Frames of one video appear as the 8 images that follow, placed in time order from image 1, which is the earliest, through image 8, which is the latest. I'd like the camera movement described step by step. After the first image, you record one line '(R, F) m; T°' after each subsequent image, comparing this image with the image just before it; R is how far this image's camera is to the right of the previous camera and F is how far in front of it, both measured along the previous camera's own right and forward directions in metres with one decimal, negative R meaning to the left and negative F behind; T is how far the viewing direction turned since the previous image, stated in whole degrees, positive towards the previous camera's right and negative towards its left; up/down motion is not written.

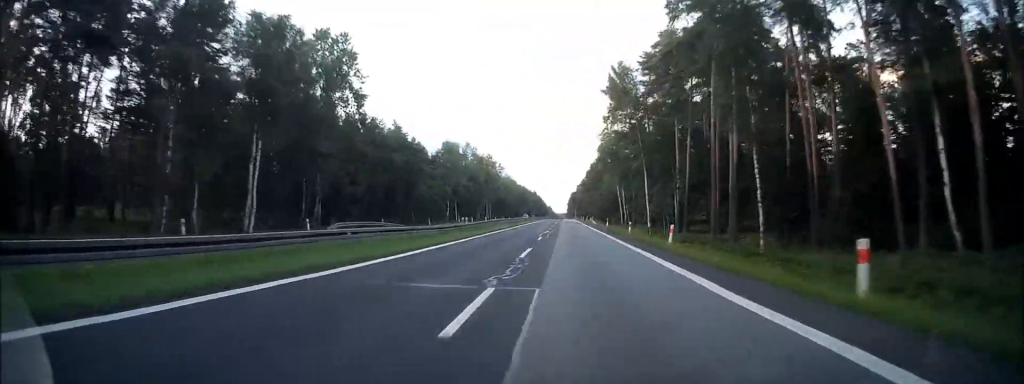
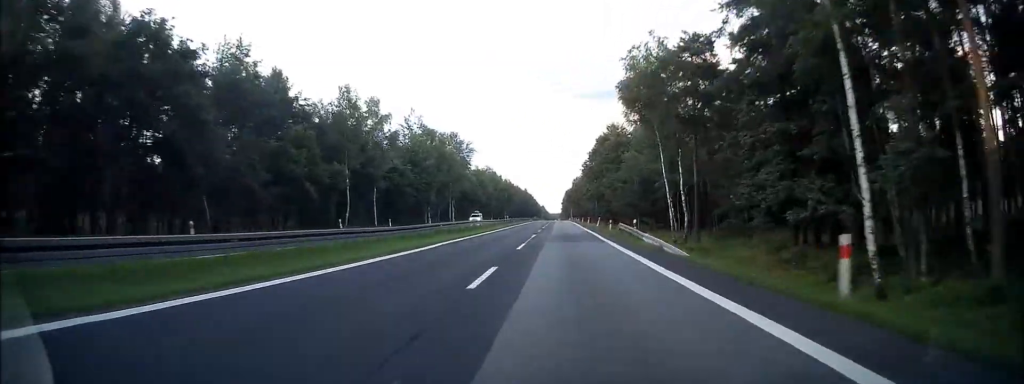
(0.0, +54.7) m; +1°
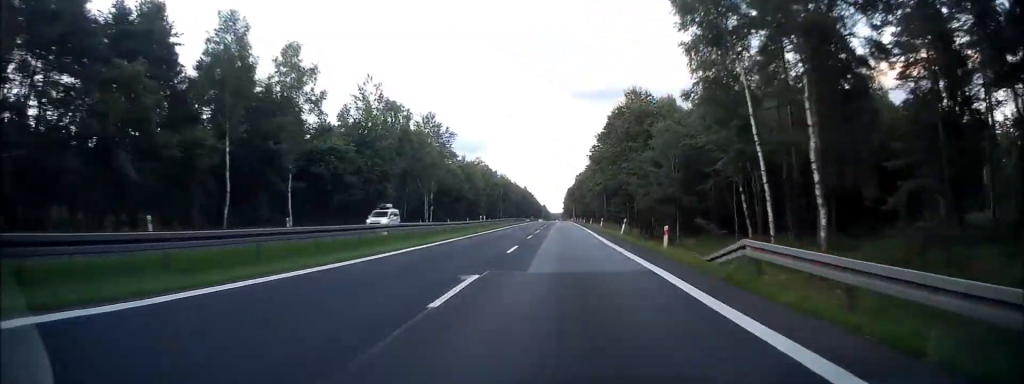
(+0.2, +26.1) m; +1°
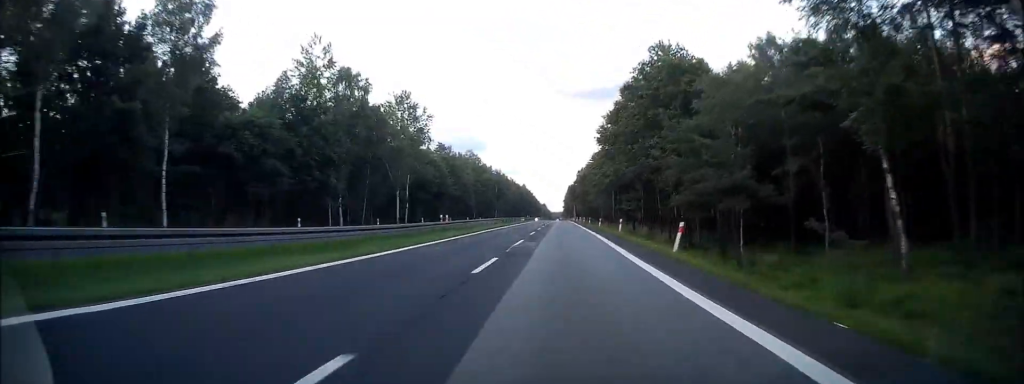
(+0.1, +19.1) m; 0°
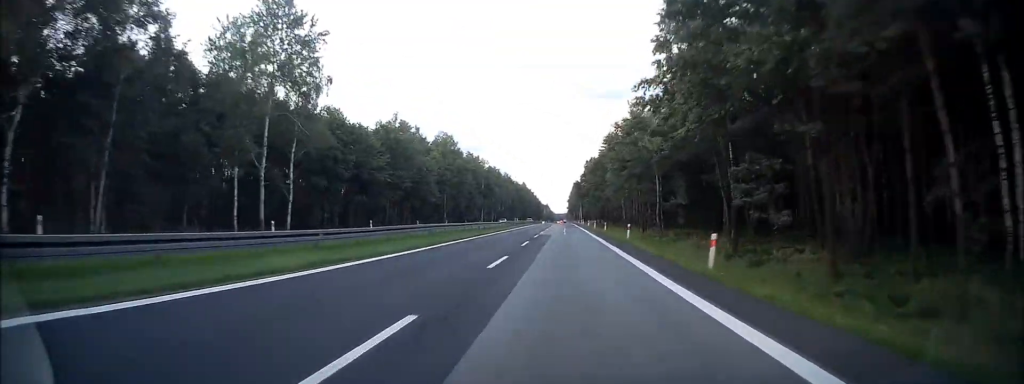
(-0.5, +45.1) m; 0°
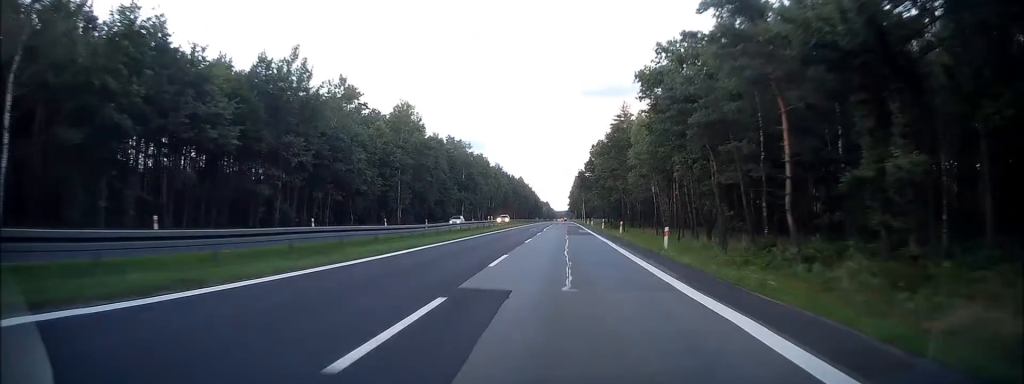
(+0.3, +34.0) m; 0°
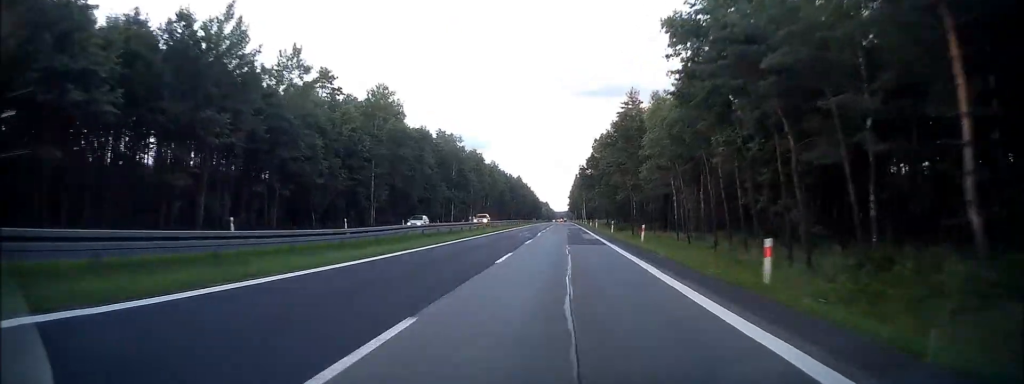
(-0.2, +12.0) m; 0°
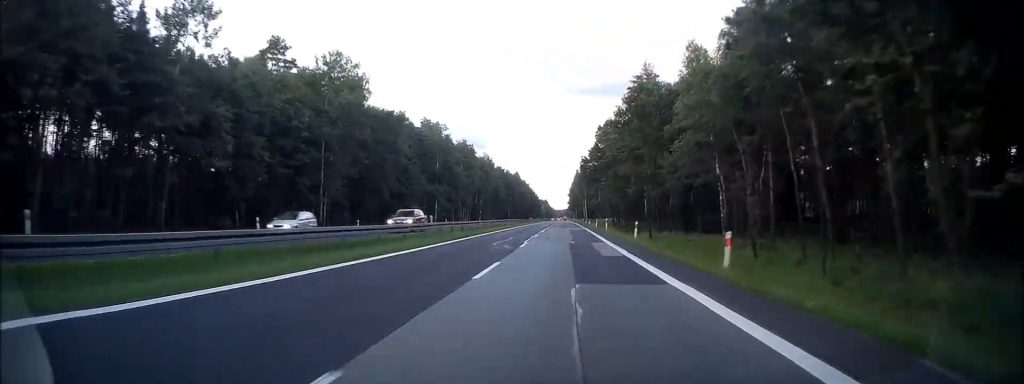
(-0.2, +16.0) m; 0°
